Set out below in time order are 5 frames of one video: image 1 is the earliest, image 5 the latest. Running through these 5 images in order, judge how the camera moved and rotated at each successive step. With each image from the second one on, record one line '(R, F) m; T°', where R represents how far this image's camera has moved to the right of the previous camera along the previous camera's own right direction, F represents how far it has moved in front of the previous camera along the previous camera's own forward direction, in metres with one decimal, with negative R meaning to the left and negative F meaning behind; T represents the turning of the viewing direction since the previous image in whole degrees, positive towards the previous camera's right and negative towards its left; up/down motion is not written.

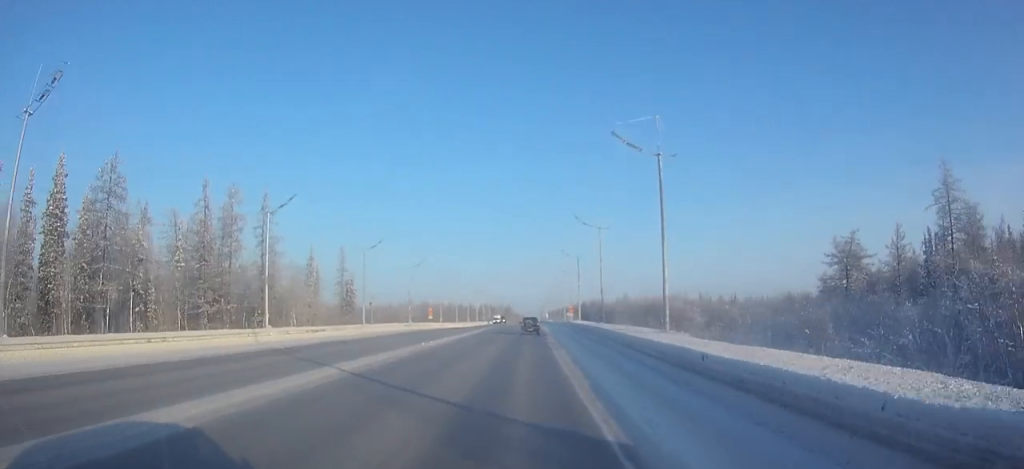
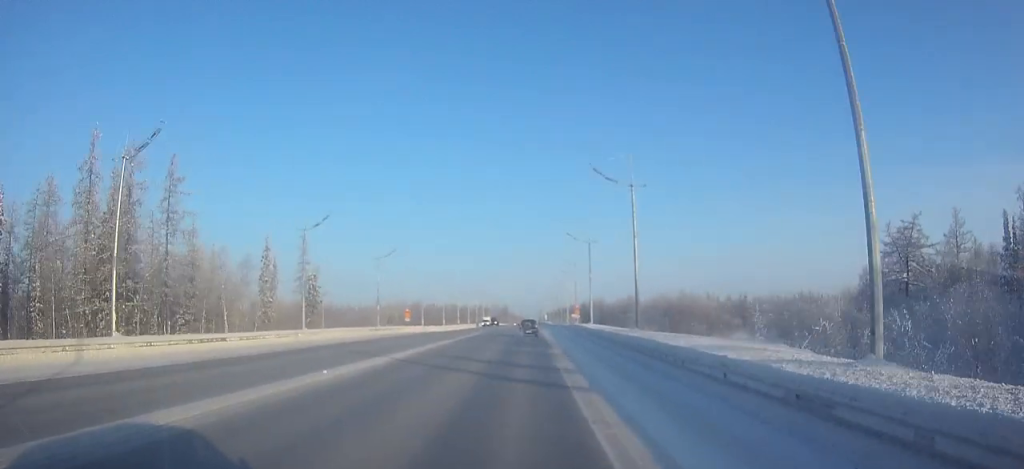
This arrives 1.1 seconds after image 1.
(0.0, +18.0) m; 0°
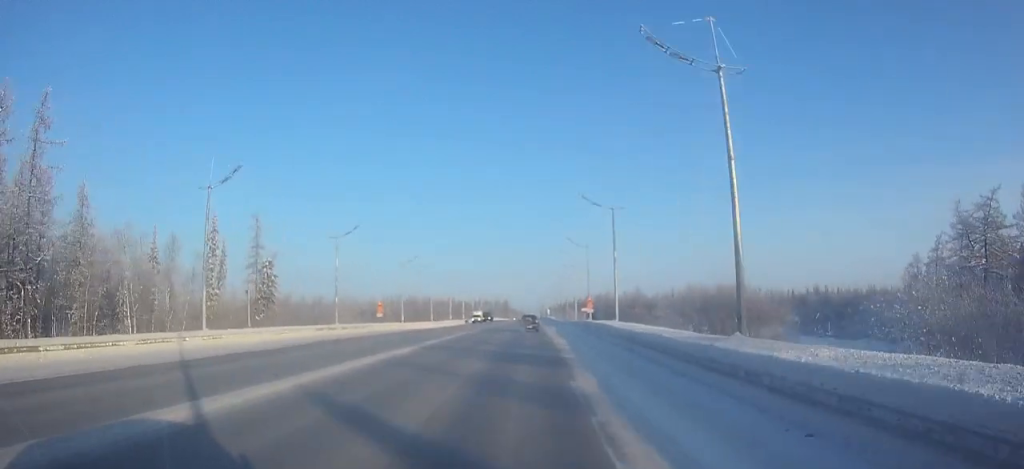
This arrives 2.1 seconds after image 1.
(0.0, +16.9) m; 0°
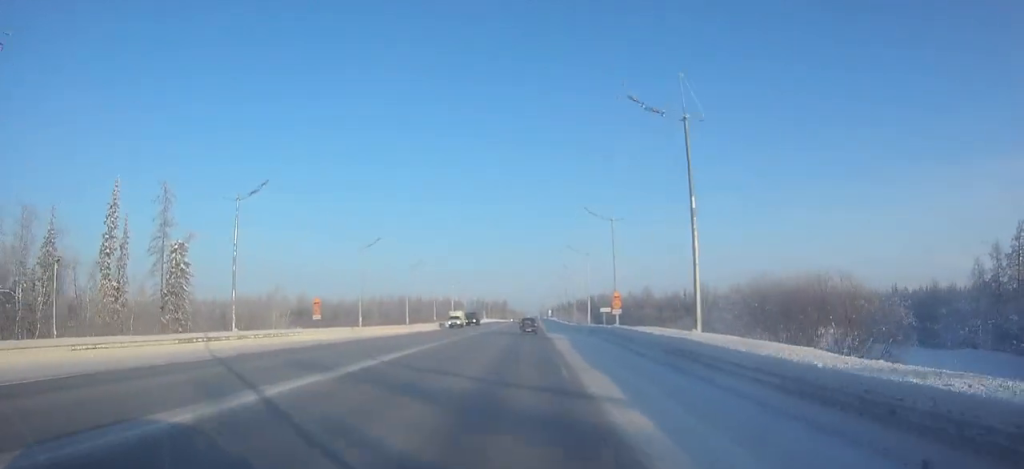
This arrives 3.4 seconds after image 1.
(0.0, +21.4) m; 0°
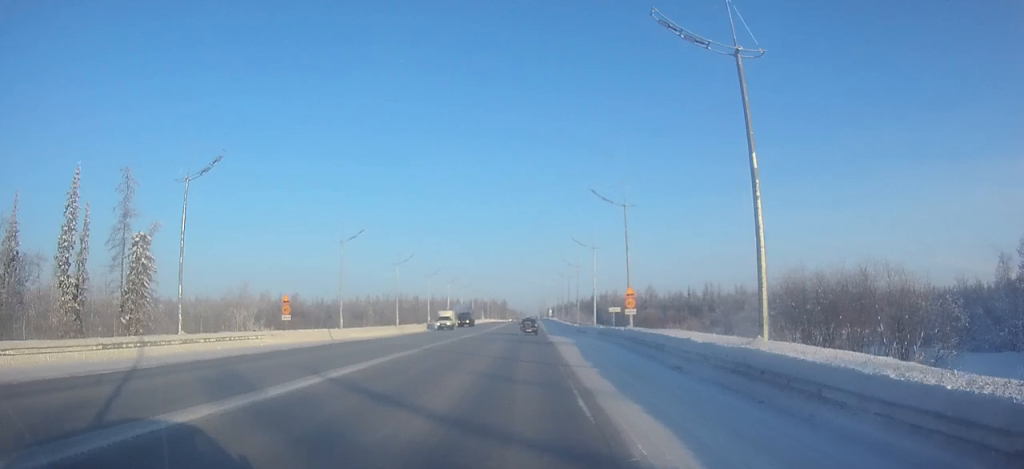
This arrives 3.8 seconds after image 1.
(0.0, +6.6) m; 0°
